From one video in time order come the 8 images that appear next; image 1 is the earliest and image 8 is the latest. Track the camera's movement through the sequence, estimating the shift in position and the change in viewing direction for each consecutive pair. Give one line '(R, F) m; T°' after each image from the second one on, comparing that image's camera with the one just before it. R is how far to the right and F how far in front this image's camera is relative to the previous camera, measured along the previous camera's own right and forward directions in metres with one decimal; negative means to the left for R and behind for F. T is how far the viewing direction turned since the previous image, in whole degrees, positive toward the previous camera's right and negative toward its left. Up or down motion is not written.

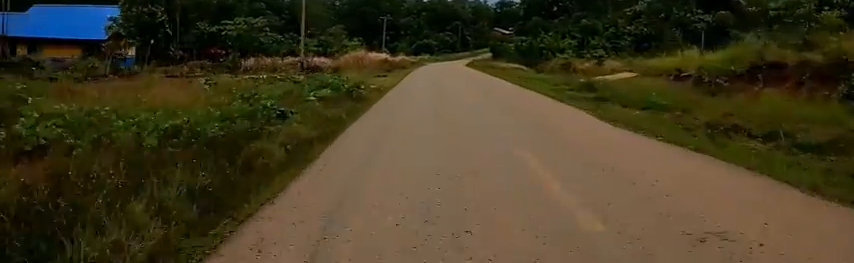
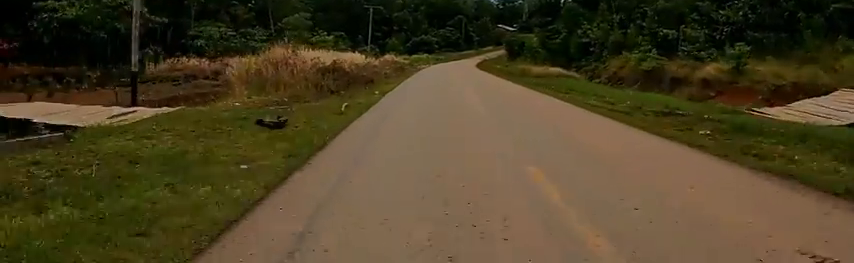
(0.0, +17.3) m; +3°
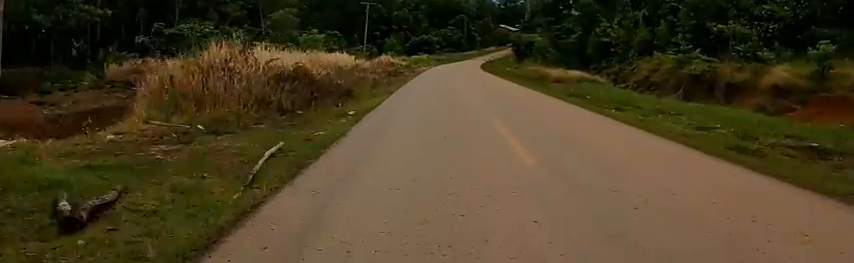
(+0.2, +4.6) m; +1°
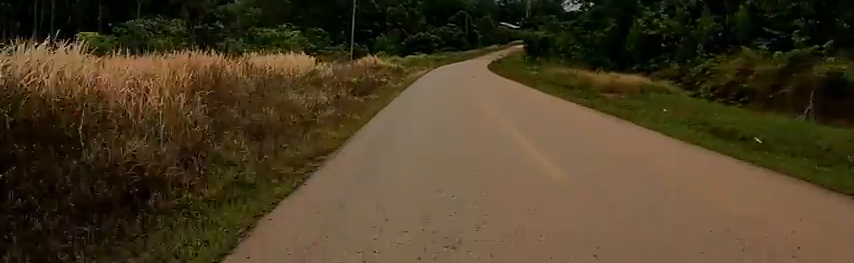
(+0.3, +8.8) m; +2°
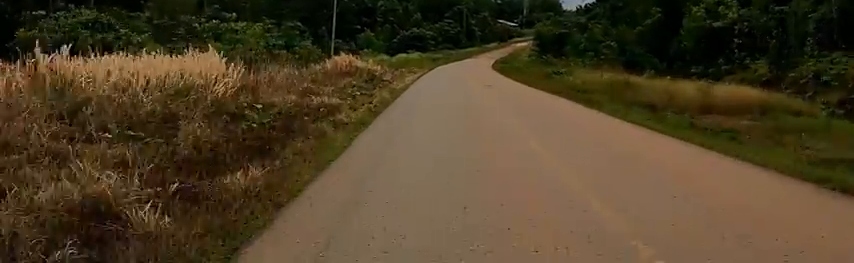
(0.0, +7.8) m; -1°
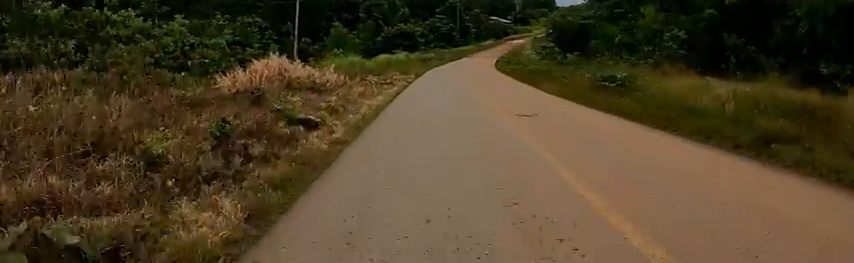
(-0.1, +9.5) m; -1°
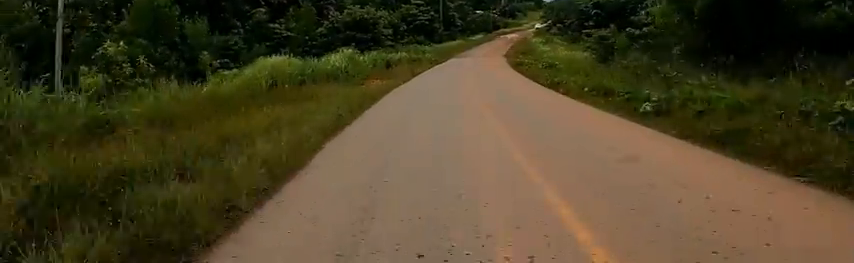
(+1.5, +21.8) m; +11°
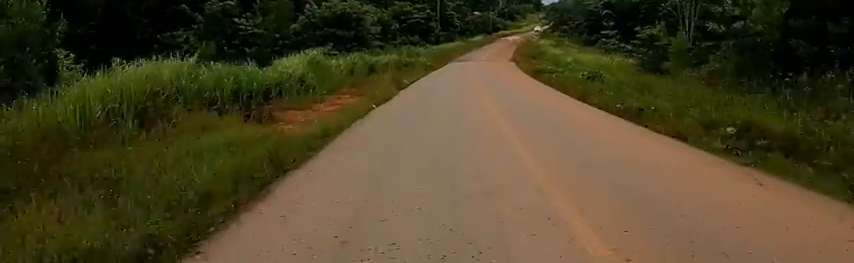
(+0.8, +6.2) m; +3°
